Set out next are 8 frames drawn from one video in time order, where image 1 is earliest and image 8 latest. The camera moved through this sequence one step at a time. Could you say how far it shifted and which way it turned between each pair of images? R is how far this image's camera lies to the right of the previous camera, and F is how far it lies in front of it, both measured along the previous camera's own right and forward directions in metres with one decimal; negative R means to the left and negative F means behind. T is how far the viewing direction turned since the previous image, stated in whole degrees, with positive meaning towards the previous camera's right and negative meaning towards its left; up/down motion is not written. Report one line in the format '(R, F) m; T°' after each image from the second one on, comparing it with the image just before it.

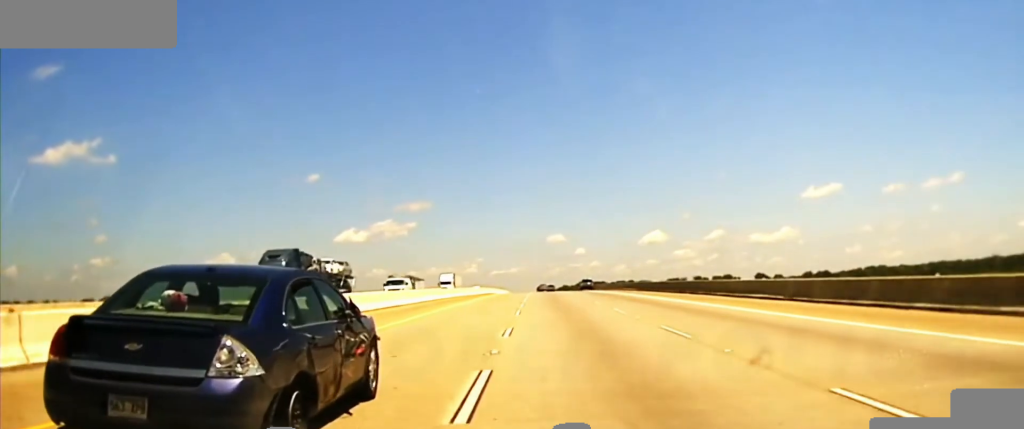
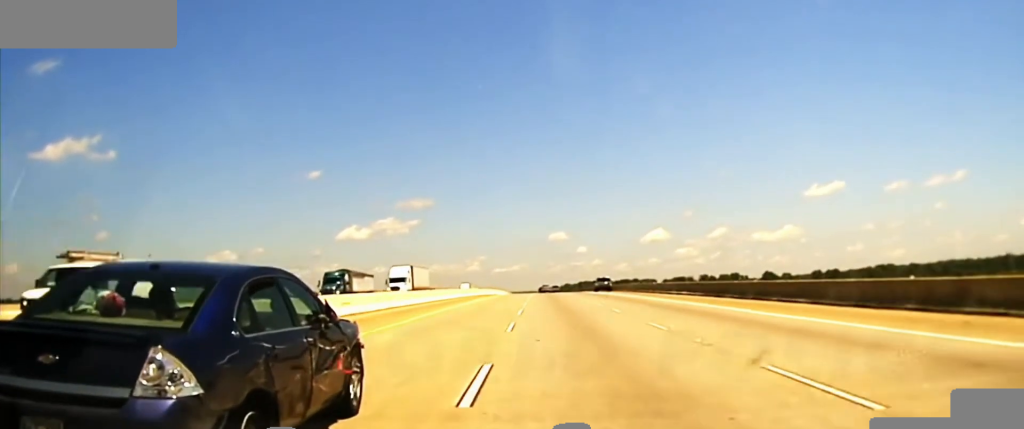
(0.0, +27.6) m; 0°
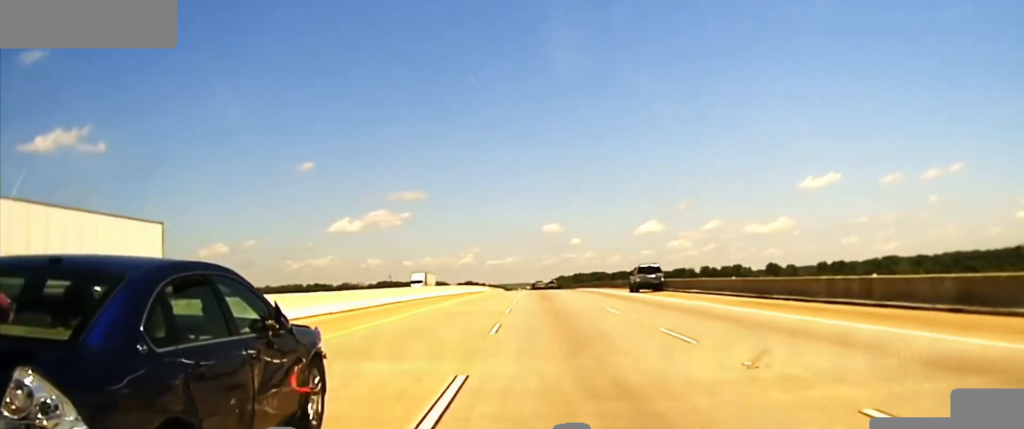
(+0.1, +49.3) m; 0°
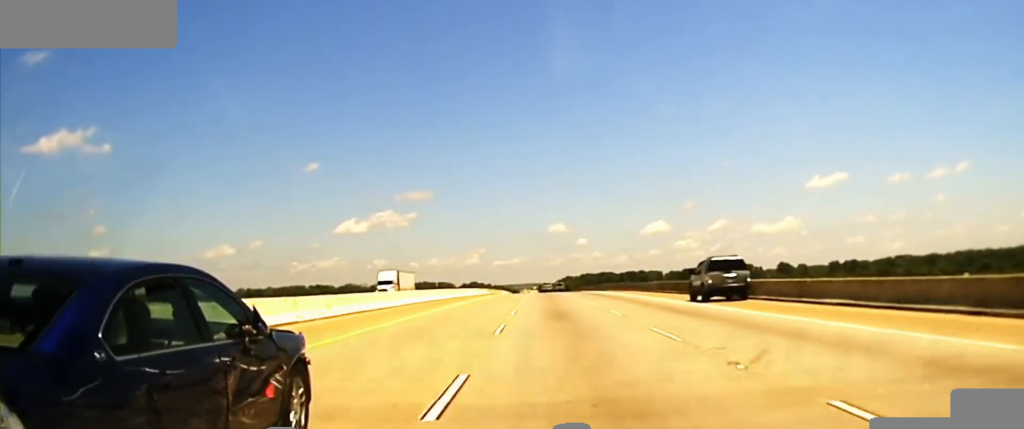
(0.0, +26.6) m; 0°
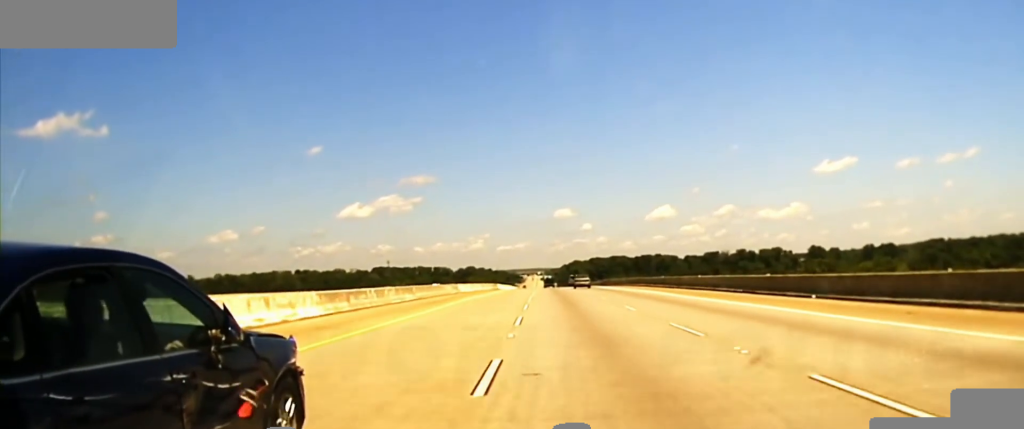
(+0.4, +129.2) m; 0°
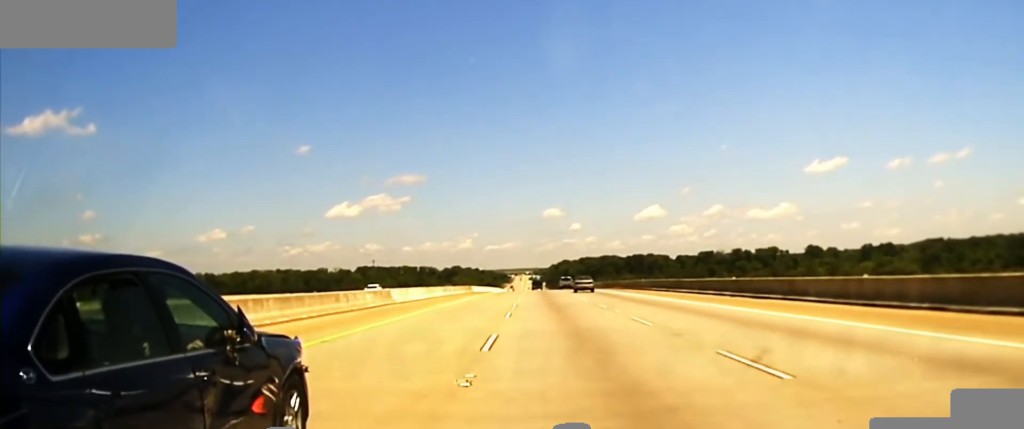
(0.0, +32.4) m; 0°
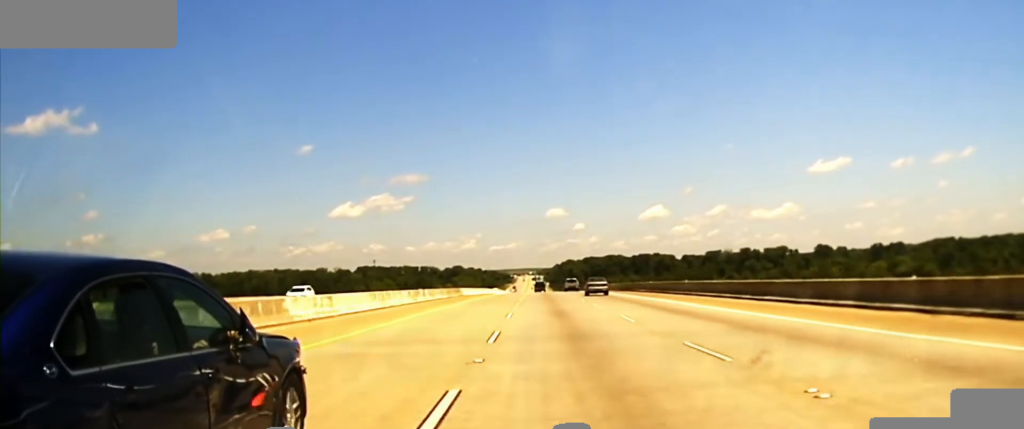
(+0.1, +20.7) m; 0°
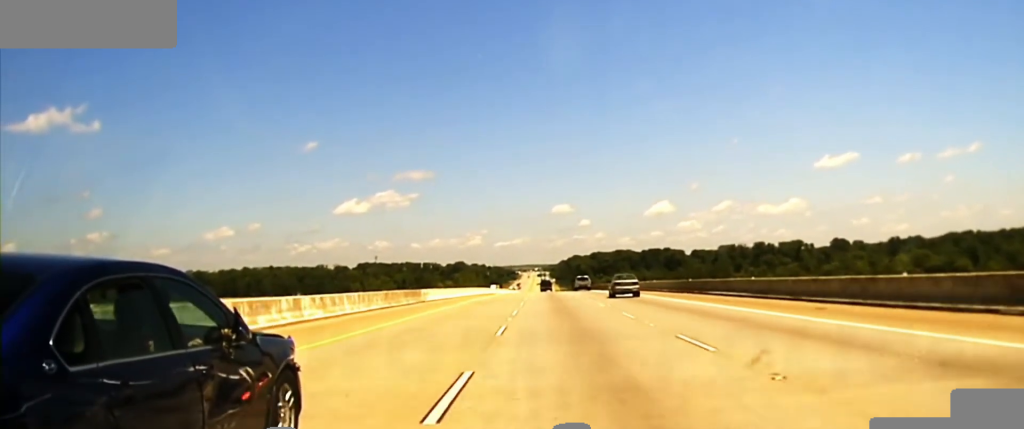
(-0.2, +32.0) m; 0°
